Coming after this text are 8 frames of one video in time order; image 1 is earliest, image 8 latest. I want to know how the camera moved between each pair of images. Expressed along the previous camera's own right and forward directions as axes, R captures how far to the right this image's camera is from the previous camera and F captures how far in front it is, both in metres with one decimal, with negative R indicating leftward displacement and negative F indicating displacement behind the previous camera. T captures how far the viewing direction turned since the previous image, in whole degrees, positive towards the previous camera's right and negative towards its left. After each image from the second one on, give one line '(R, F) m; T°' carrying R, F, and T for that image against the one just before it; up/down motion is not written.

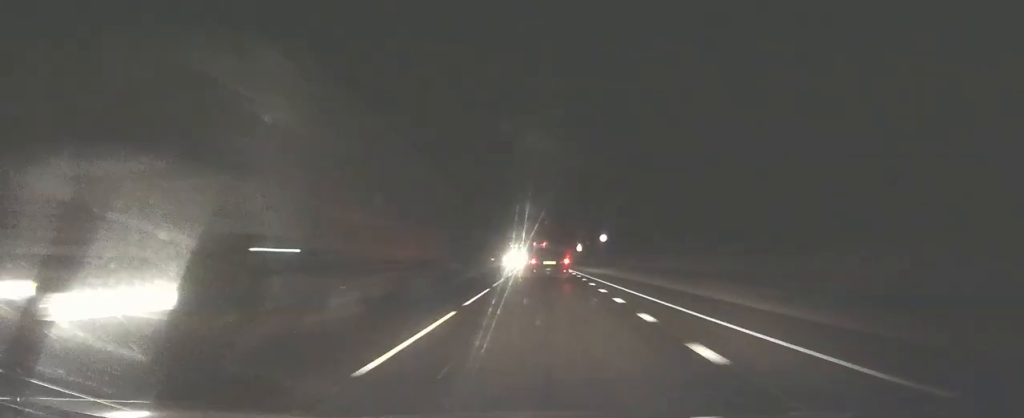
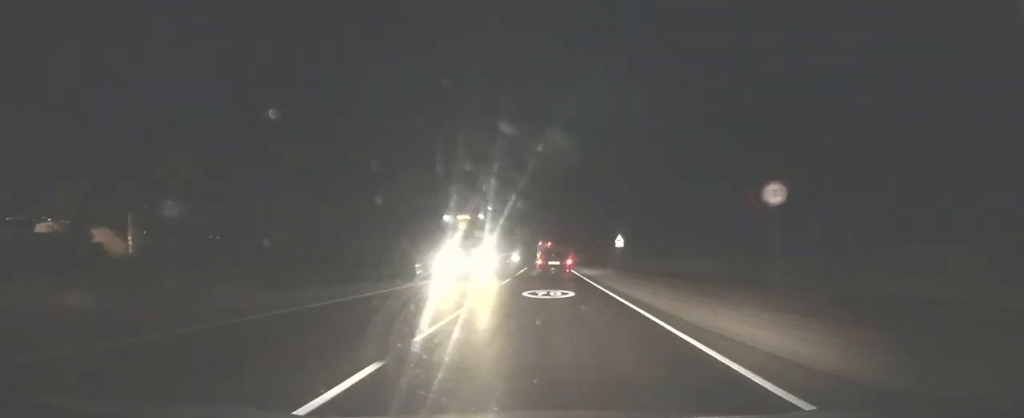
(-0.1, +48.1) m; -1°
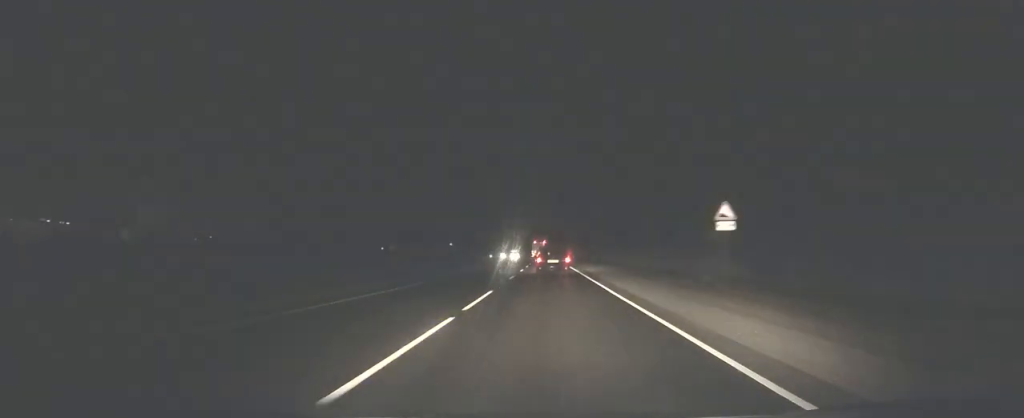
(-0.4, +36.9) m; -1°
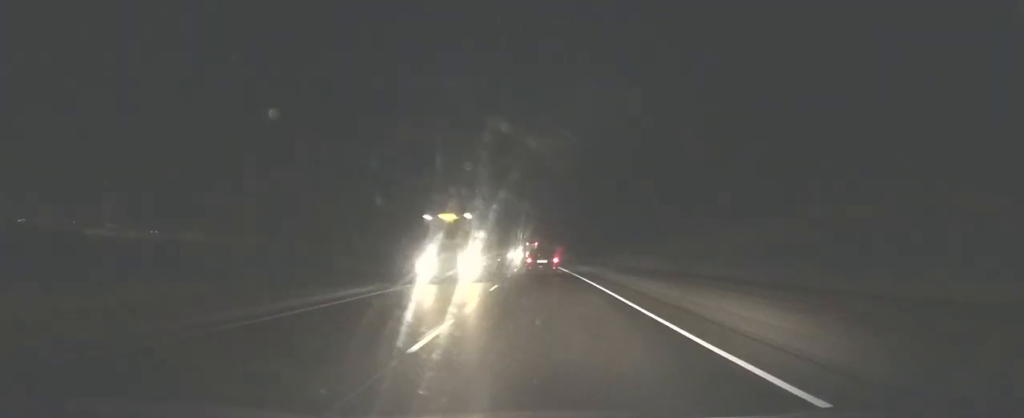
(-2.7, +130.9) m; -2°
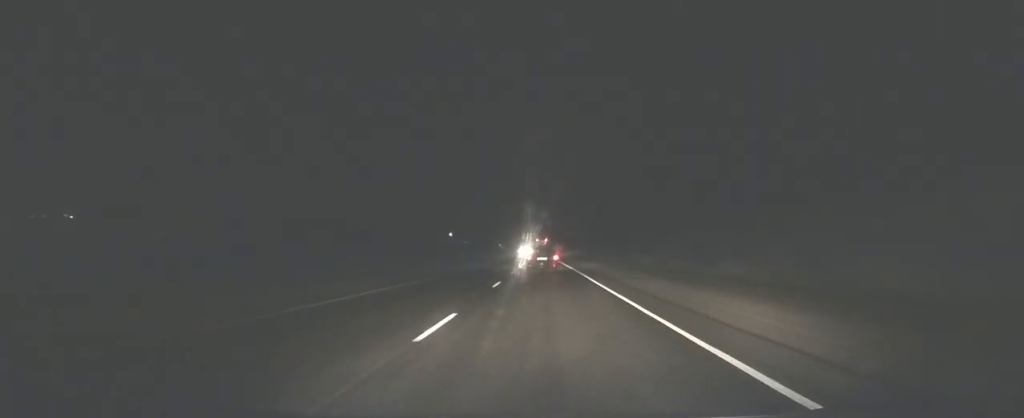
(-0.3, +35.5) m; -1°
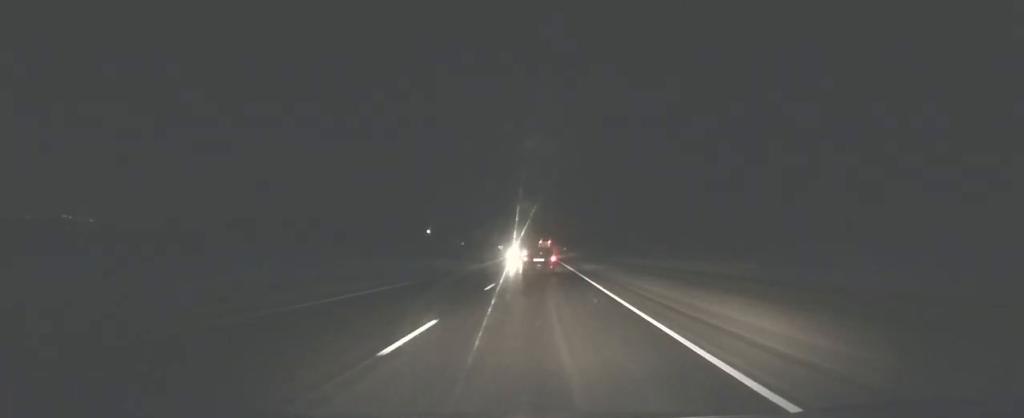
(-0.6, +85.4) m; -1°
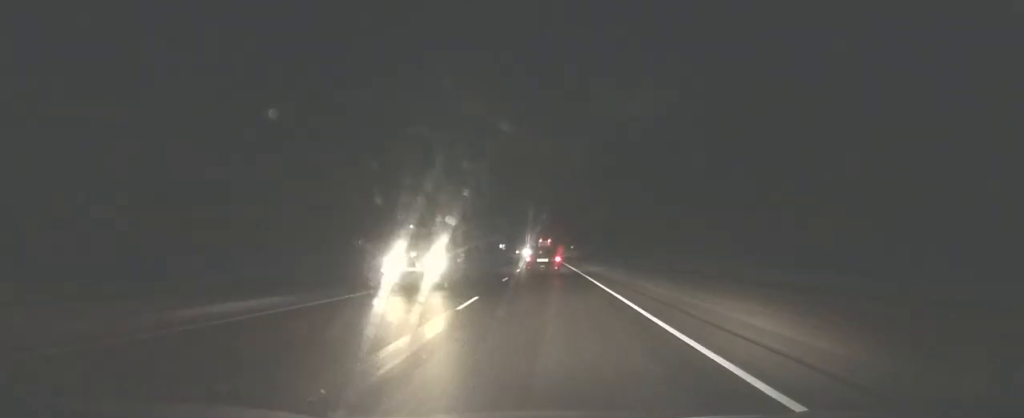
(0.0, +42.0) m; 0°
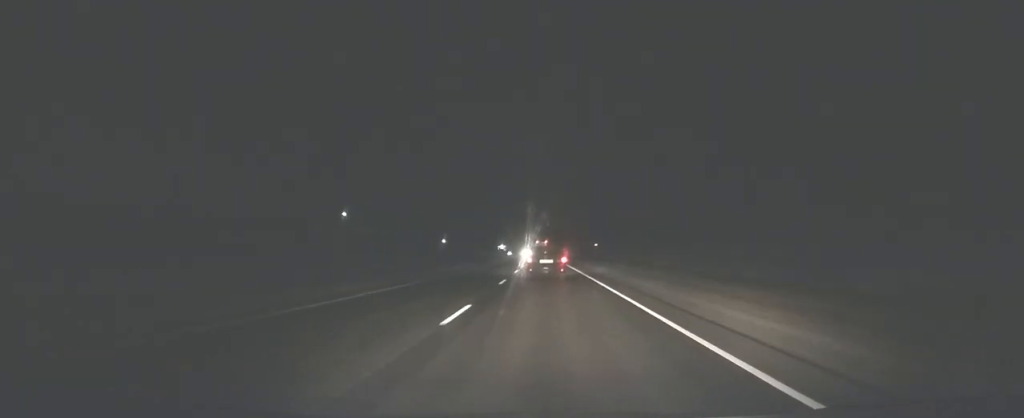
(-0.5, +84.4) m; 0°
